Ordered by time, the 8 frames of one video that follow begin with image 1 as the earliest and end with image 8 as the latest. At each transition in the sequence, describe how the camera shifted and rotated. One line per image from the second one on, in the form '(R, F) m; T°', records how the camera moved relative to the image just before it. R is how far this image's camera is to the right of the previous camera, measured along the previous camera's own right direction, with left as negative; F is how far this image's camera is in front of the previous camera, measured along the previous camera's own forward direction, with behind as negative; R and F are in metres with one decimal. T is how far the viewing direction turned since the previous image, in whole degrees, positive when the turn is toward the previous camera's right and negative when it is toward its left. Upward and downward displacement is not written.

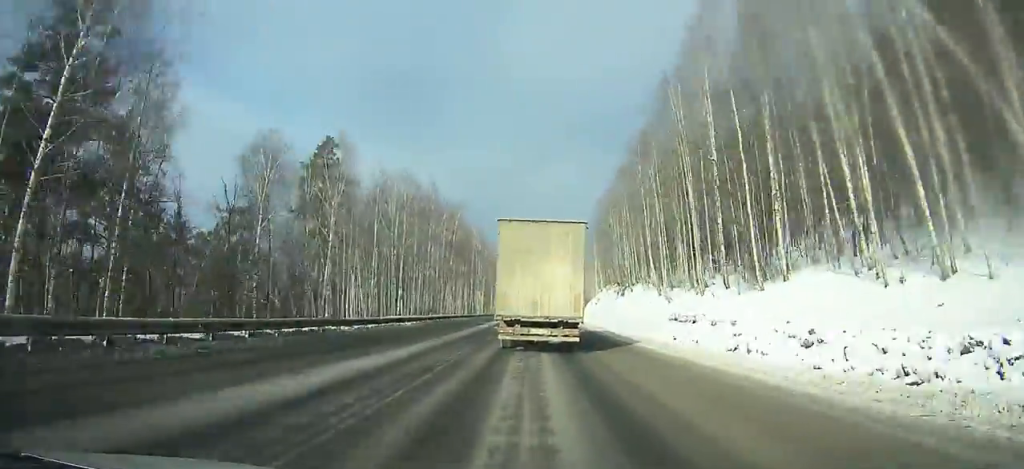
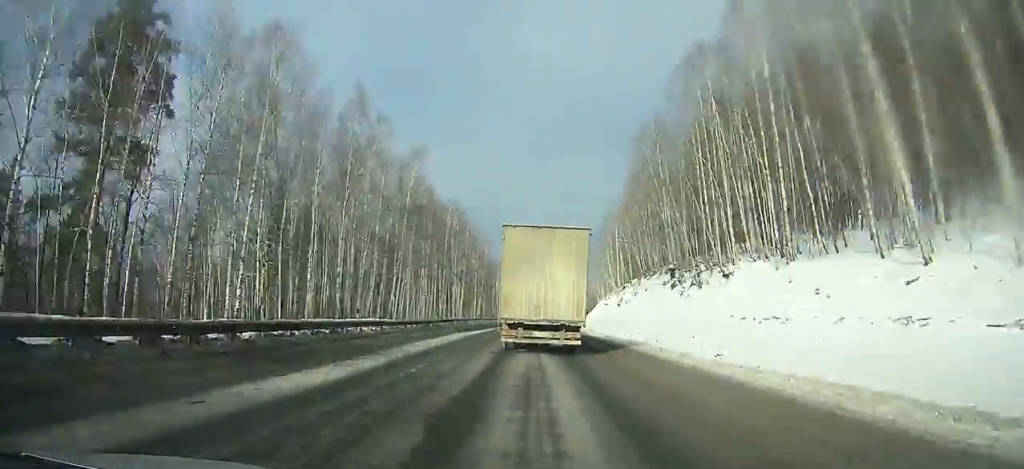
(+0.2, +34.4) m; +1°
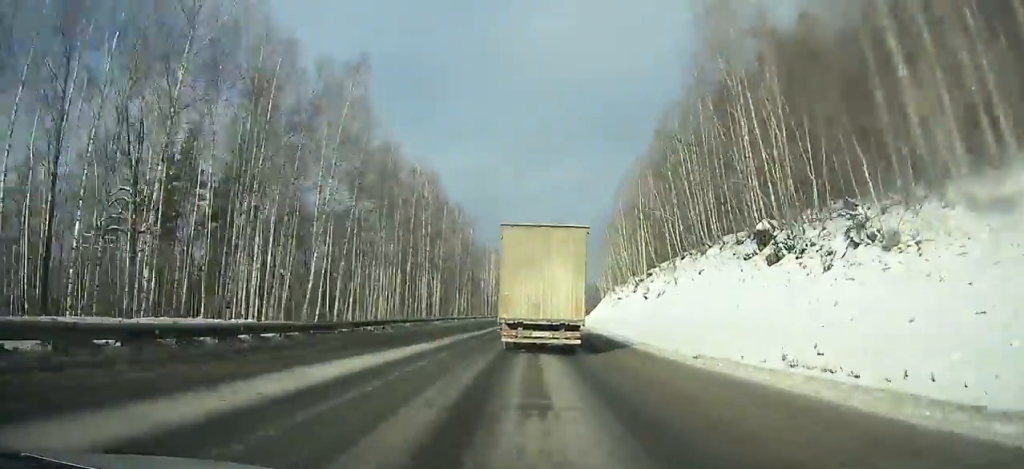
(+0.2, +22.3) m; +1°
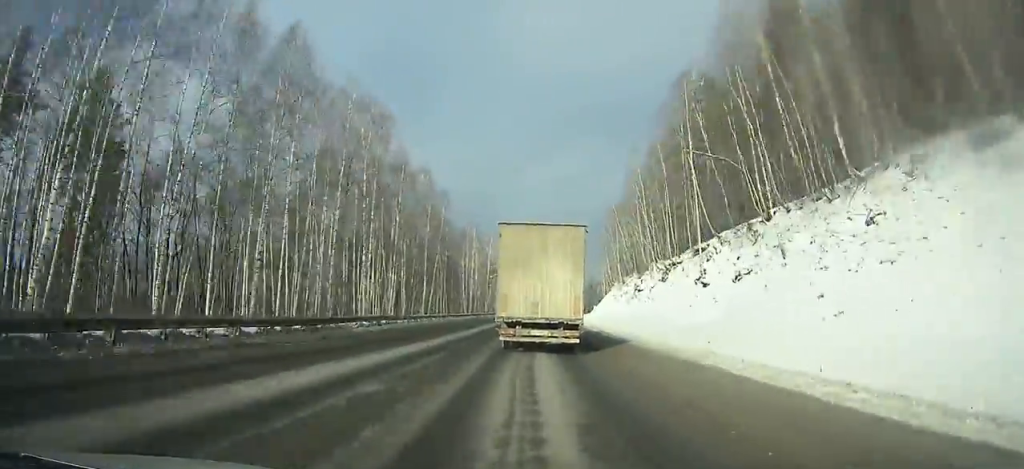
(+0.2, +23.6) m; +1°
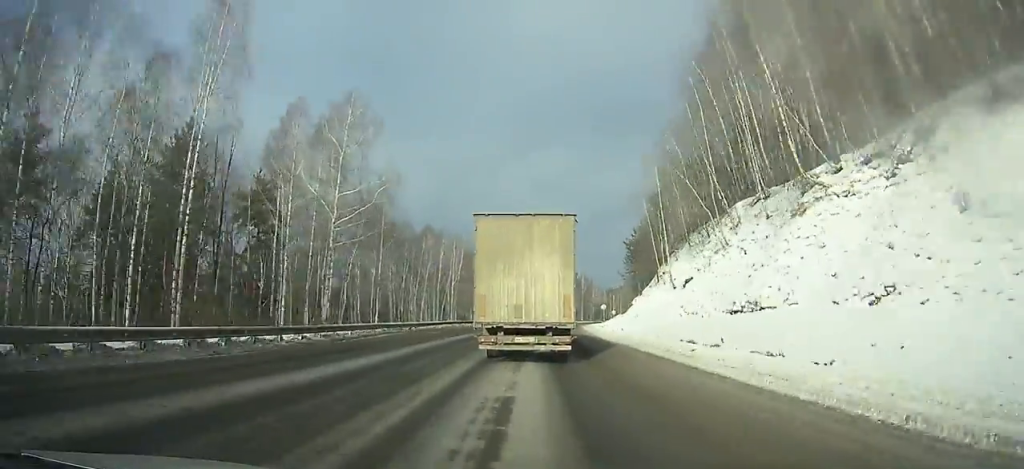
(+2.6, +84.2) m; +4°
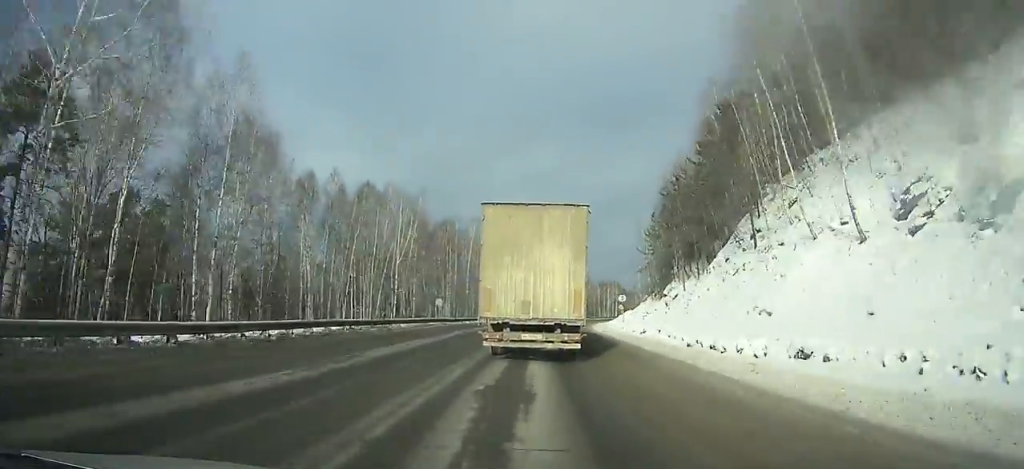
(+0.5, +28.3) m; +2°
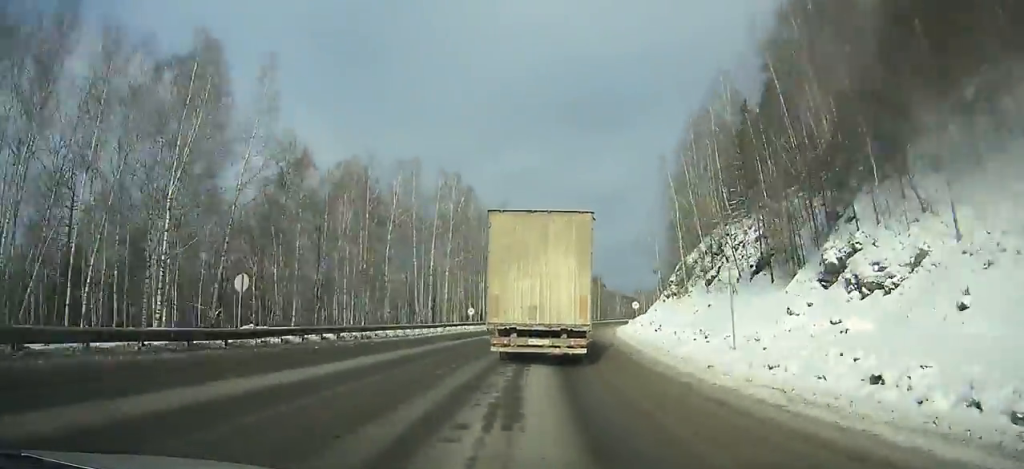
(+0.8, +36.4) m; +4°
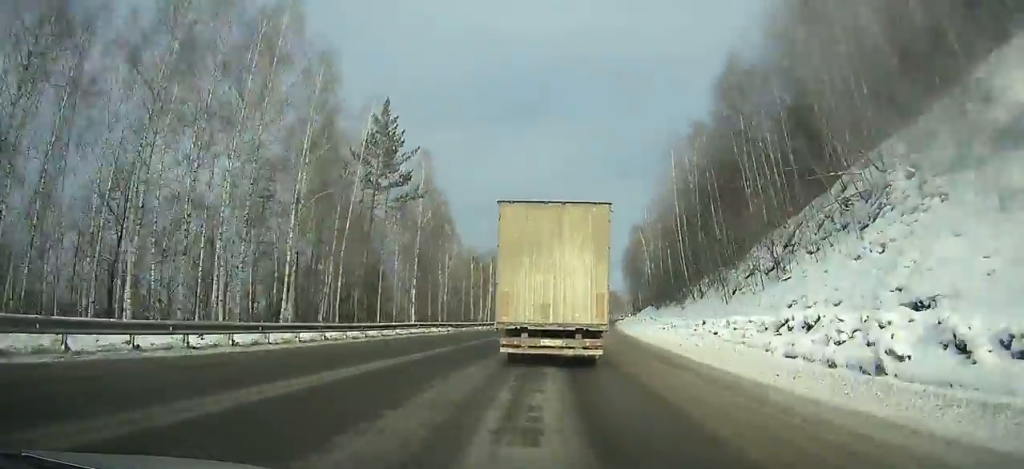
(+4.2, +62.1) m; +9°
